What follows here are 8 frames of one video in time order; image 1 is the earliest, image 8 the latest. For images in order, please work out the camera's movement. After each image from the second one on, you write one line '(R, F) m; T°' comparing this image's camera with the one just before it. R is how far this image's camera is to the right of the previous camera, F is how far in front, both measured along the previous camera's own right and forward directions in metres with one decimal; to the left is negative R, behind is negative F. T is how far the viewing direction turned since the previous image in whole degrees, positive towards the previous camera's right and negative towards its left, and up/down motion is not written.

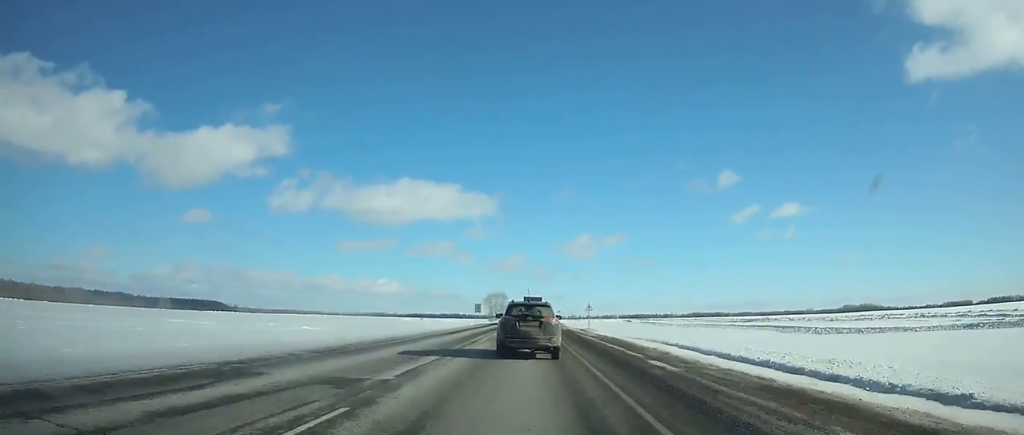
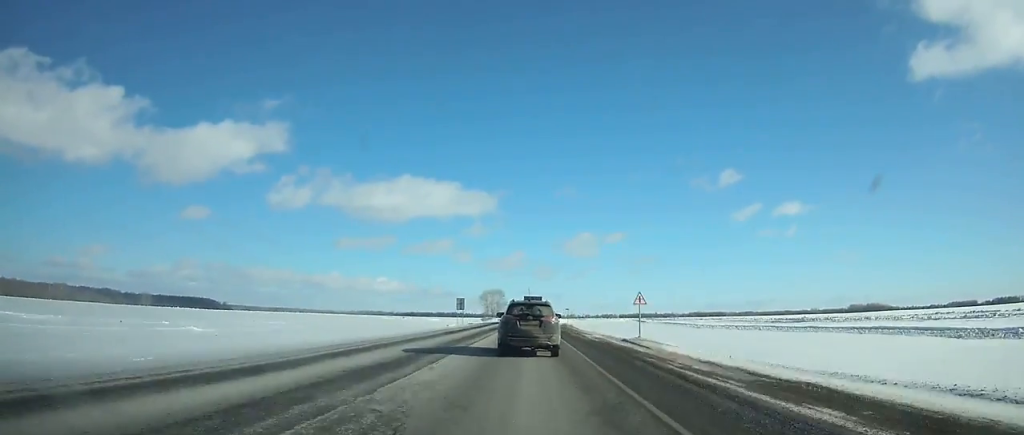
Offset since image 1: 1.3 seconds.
(0.0, +28.8) m; 0°
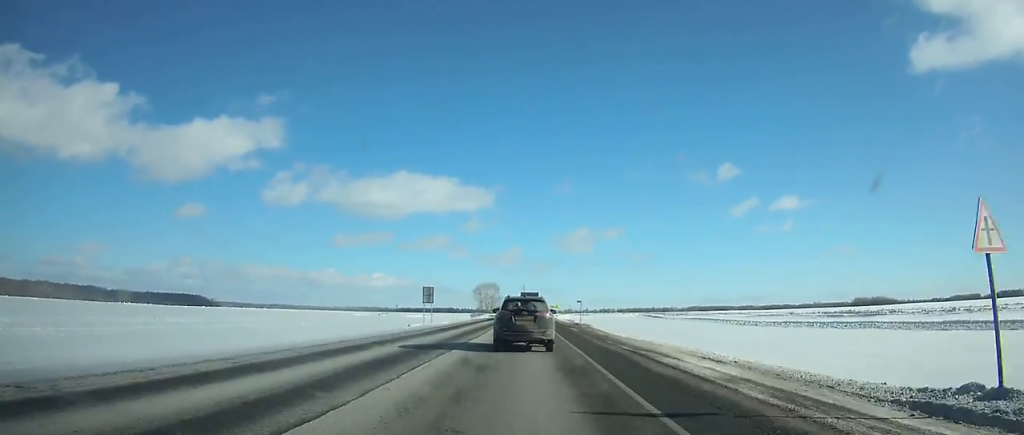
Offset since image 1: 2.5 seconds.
(0.0, +26.4) m; 0°
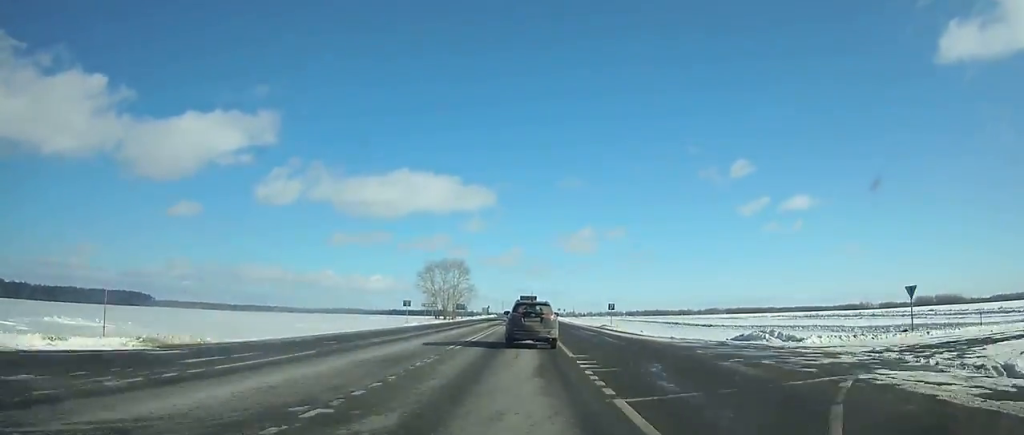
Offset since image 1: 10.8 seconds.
(+0.5, +182.2) m; 0°
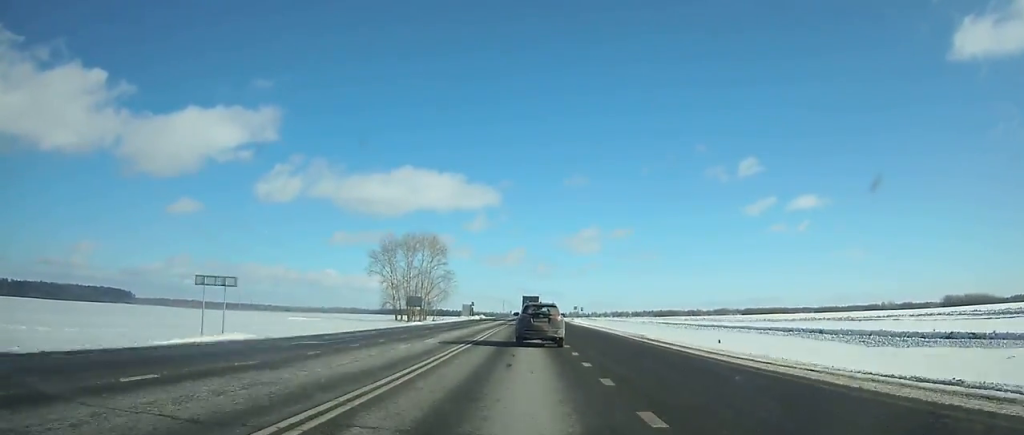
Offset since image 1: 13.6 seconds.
(-0.2, +62.2) m; 0°
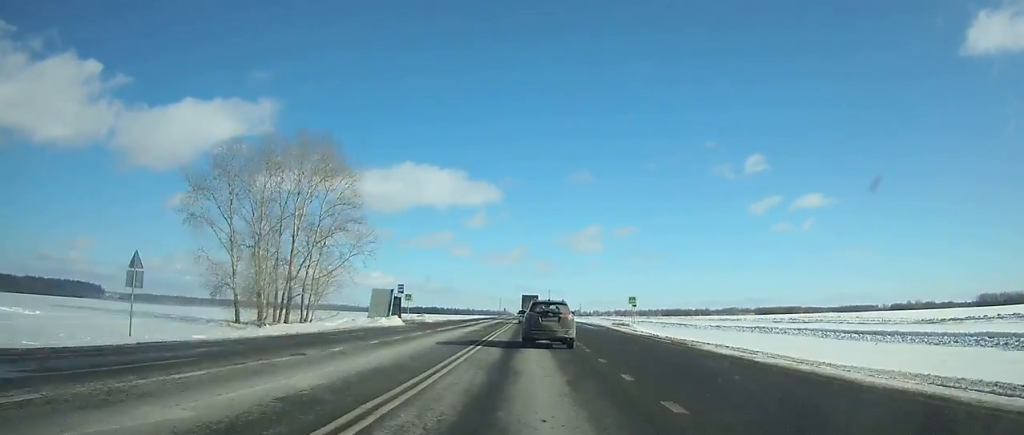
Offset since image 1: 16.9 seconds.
(+0.1, +73.9) m; 0°
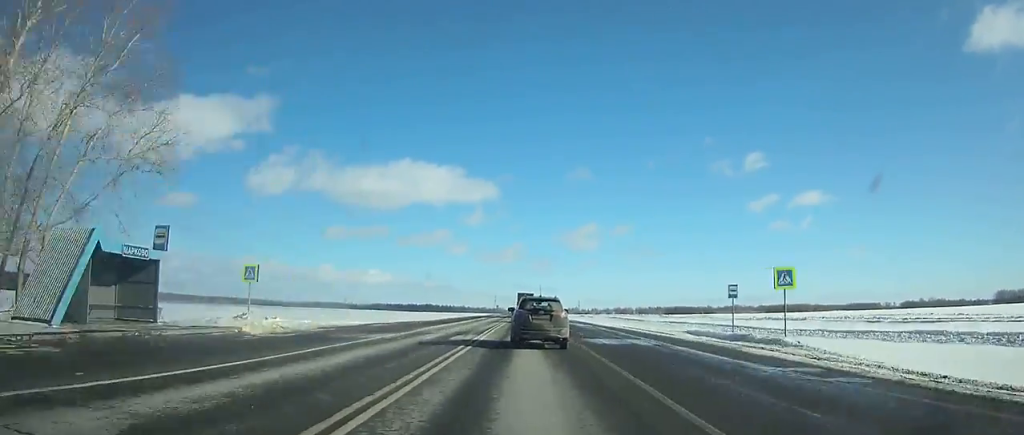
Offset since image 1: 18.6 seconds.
(+0.2, +38.0) m; 0°
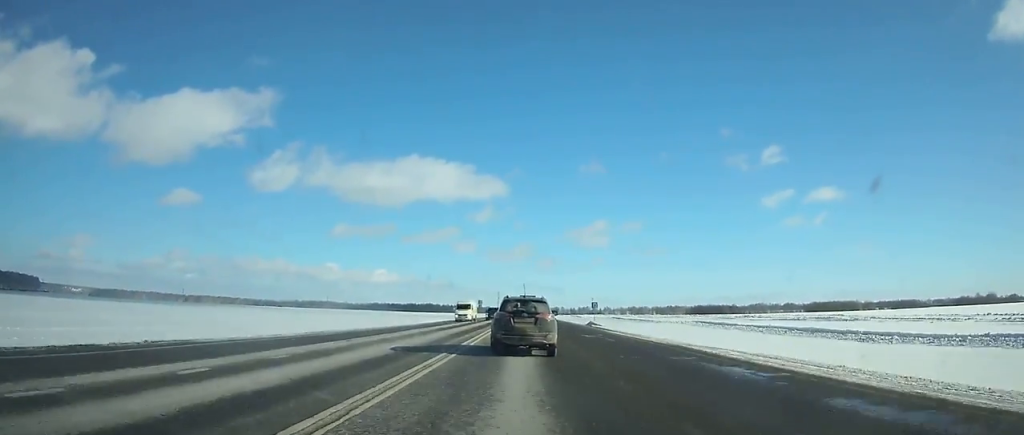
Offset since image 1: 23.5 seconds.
(-0.3, +109.0) m; 0°
